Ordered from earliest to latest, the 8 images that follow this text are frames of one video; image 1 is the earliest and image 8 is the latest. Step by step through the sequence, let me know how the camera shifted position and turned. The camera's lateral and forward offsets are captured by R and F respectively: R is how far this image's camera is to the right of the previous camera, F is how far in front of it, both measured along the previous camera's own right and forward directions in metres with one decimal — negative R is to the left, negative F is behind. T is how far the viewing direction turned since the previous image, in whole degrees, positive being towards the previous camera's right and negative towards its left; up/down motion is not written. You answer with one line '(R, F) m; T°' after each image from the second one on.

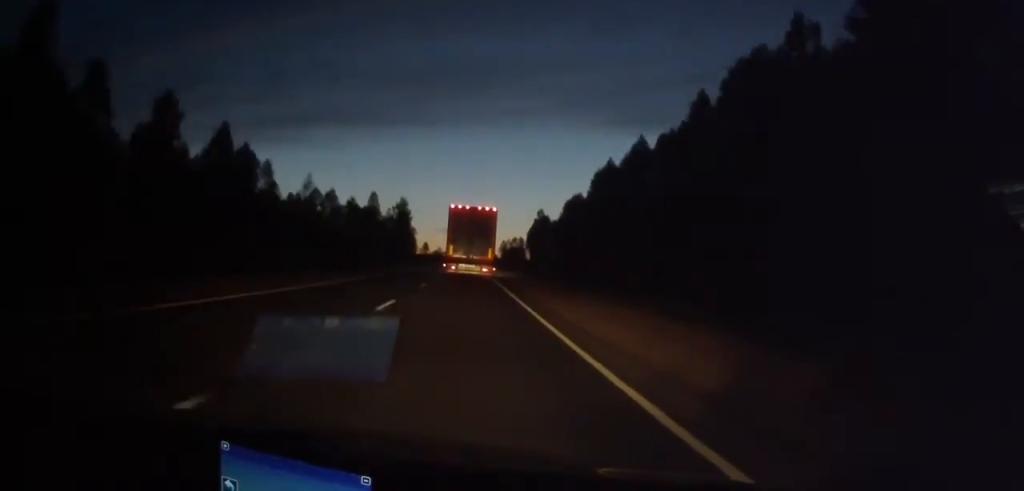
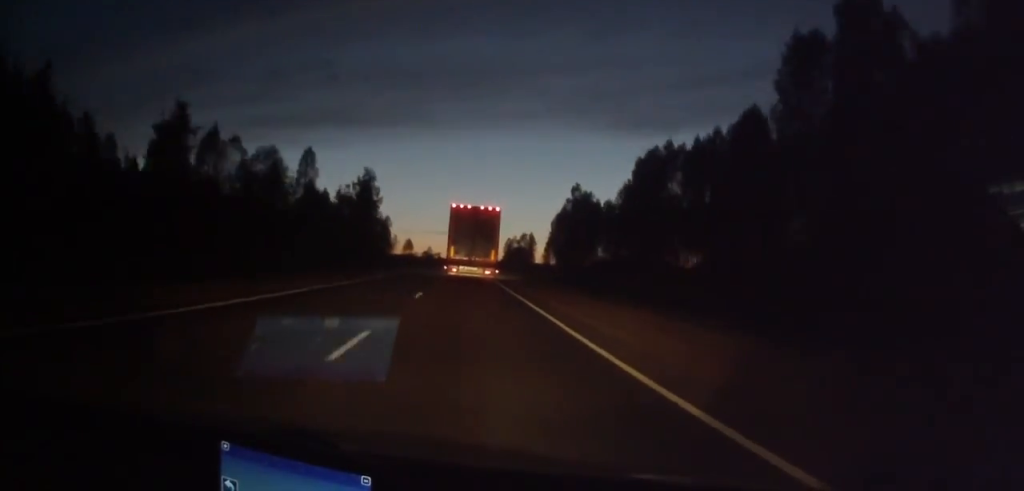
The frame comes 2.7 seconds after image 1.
(0.0, +65.9) m; 0°
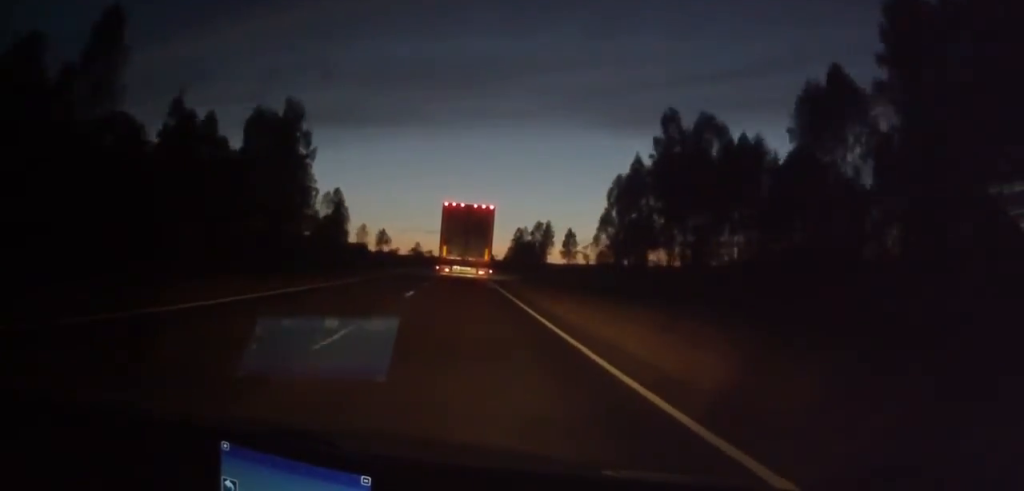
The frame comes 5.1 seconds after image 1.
(-0.2, +61.0) m; 0°
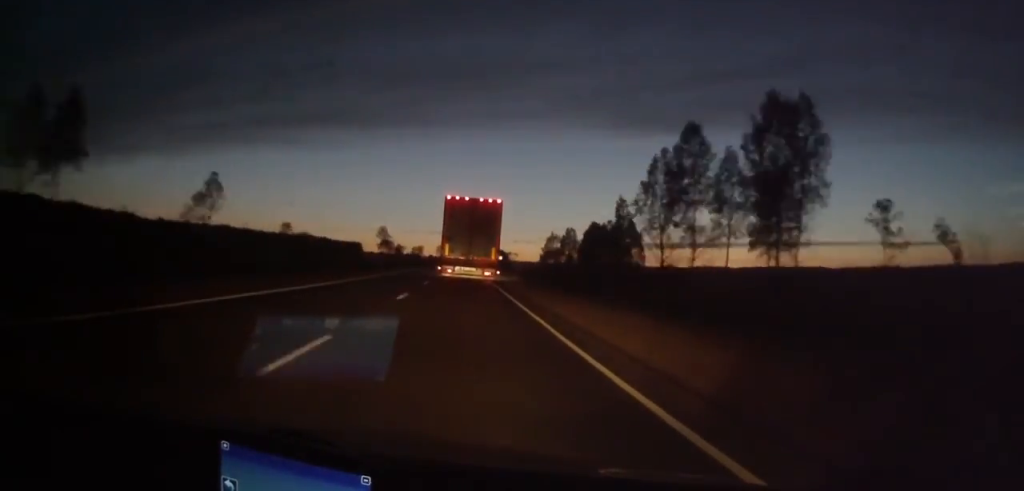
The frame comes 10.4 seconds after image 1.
(+0.3, +136.0) m; 0°
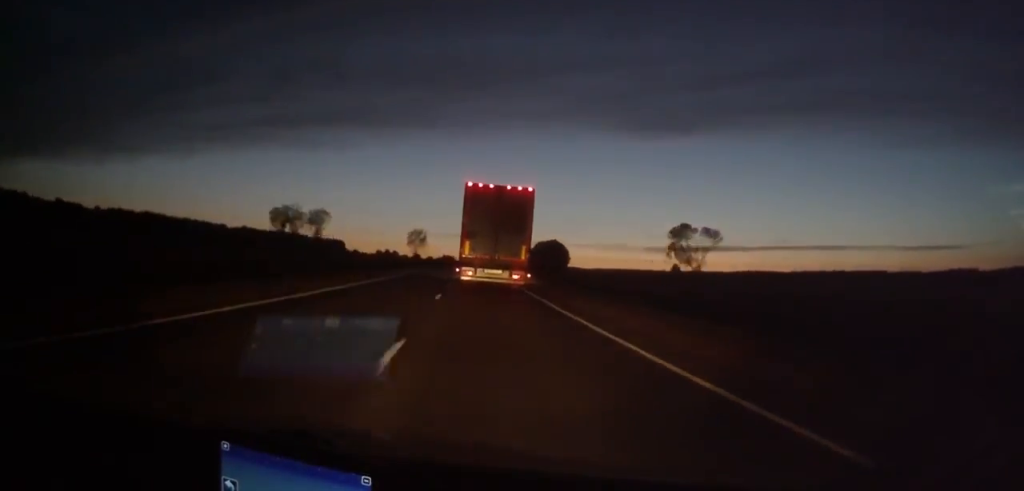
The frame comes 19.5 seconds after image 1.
(-0.1, +227.6) m; 0°
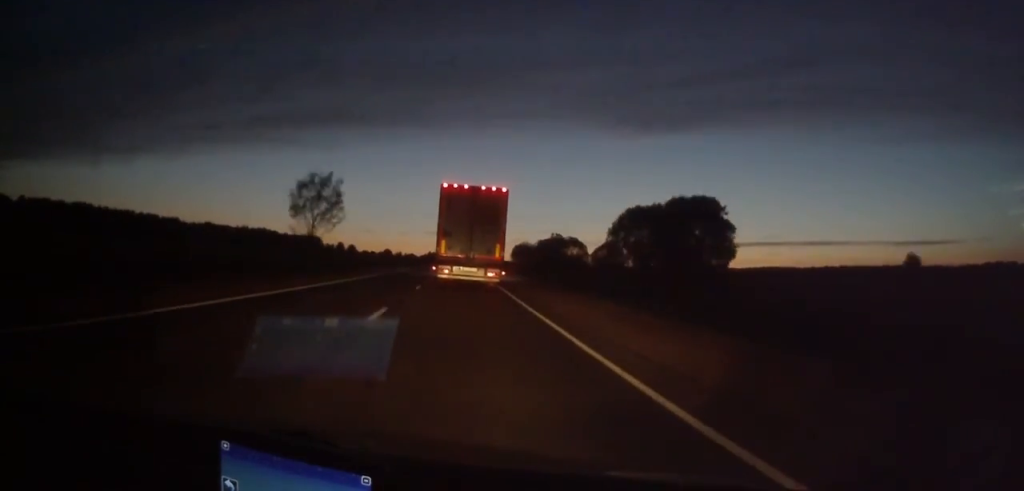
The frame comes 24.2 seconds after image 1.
(+0.2, +115.1) m; 0°
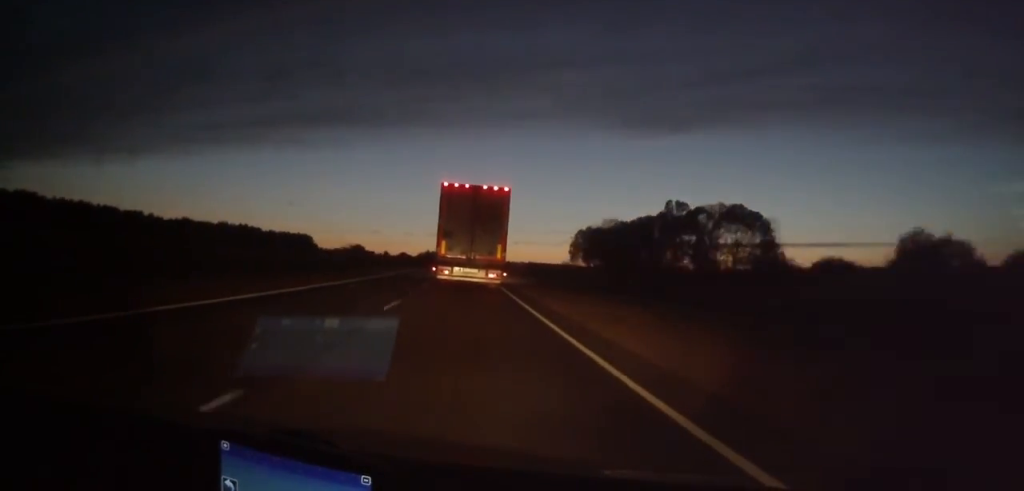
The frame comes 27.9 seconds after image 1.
(+0.1, +91.3) m; 0°
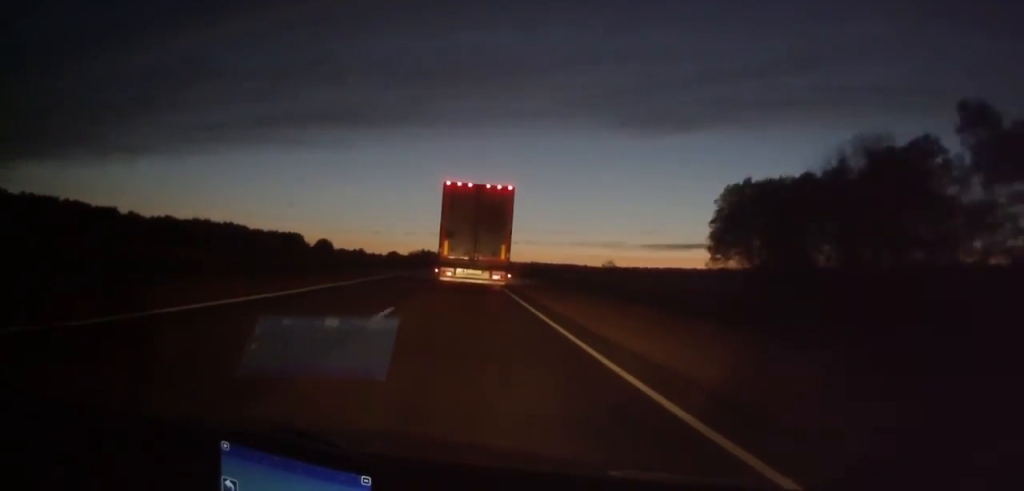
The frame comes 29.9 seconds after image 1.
(-0.4, +48.7) m; 0°
